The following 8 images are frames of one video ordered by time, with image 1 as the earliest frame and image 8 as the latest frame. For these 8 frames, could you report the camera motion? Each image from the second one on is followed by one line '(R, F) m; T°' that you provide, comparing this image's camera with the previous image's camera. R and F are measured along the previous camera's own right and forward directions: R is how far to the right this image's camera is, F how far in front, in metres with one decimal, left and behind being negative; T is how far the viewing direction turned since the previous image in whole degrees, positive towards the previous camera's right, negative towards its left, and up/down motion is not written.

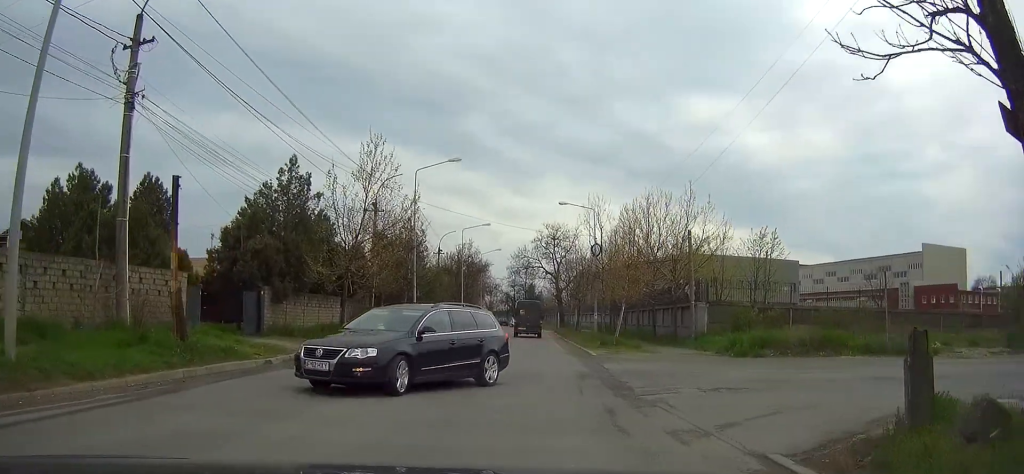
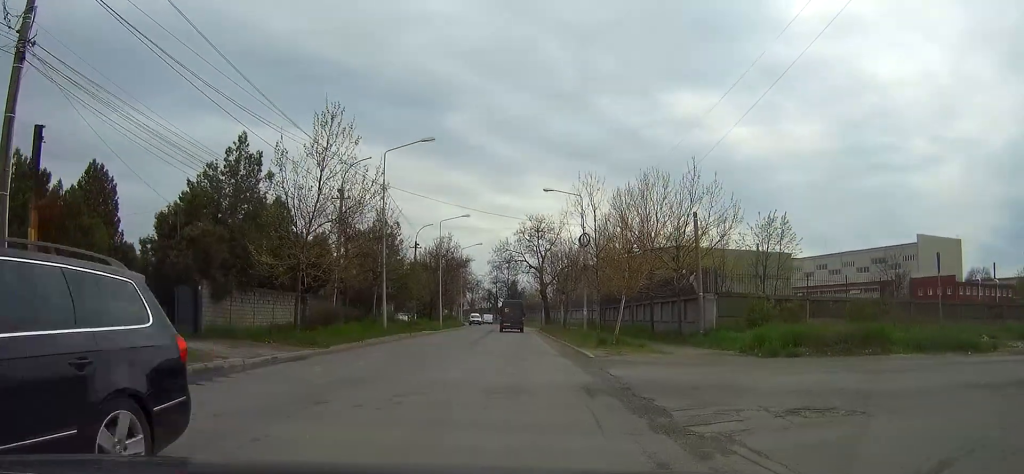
(-0.1, +4.2) m; -2°
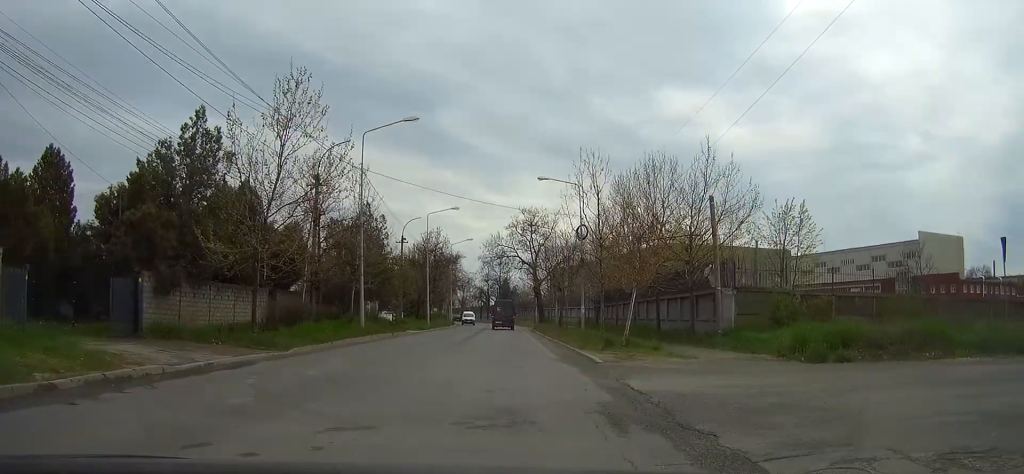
(0.0, +3.3) m; -1°
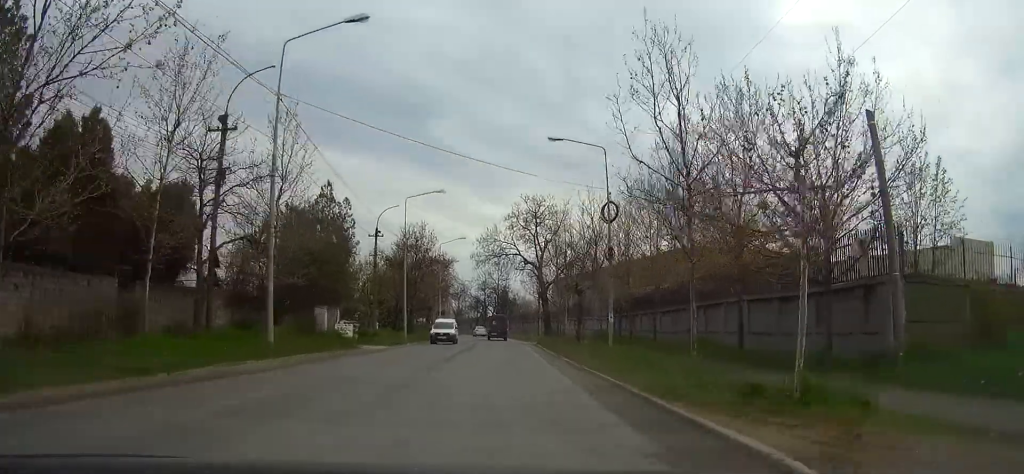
(0.0, +12.7) m; 0°
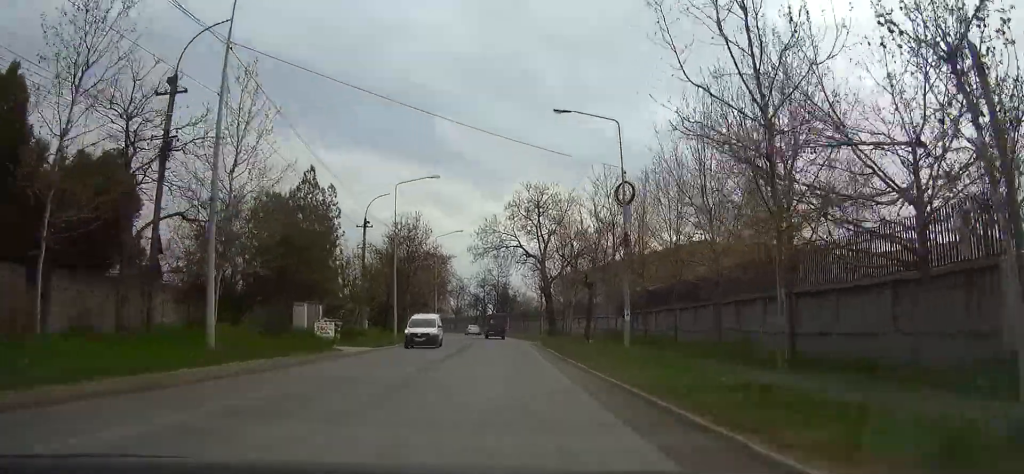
(0.0, +4.0) m; 0°
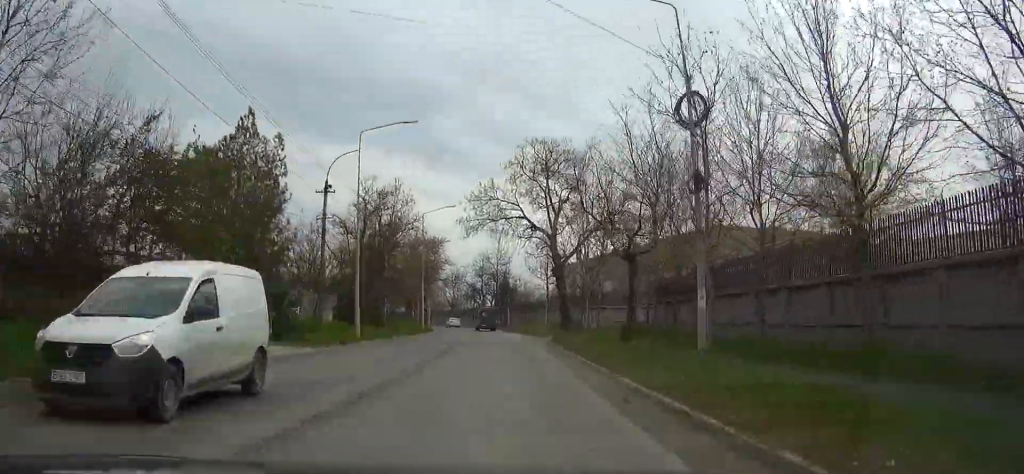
(0.0, +9.8) m; 0°
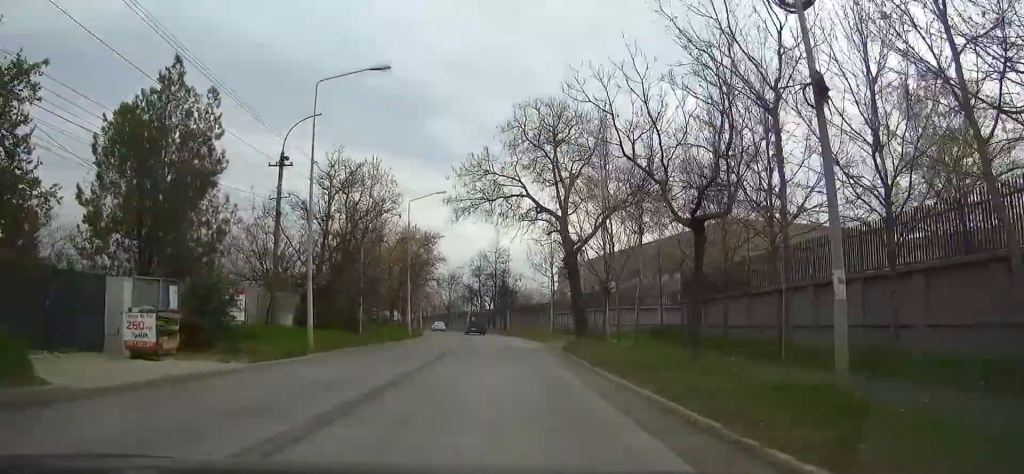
(0.0, +7.3) m; 0°
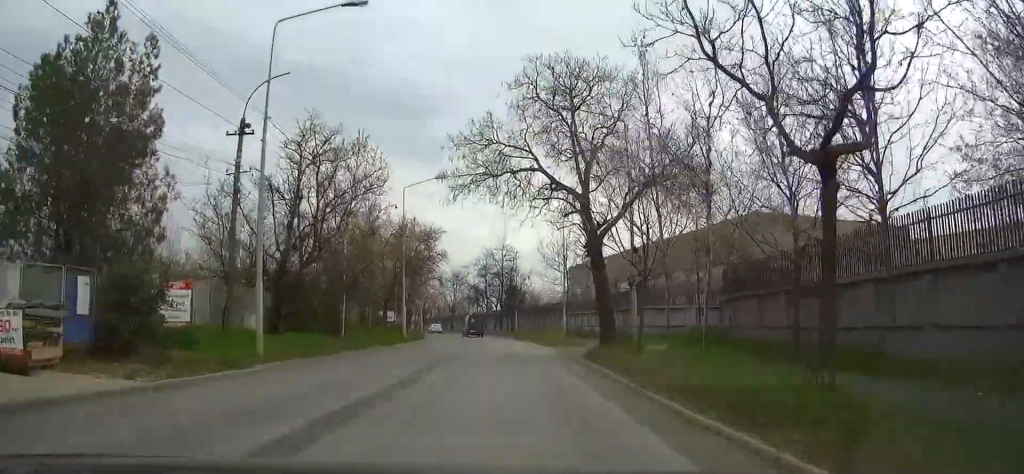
(0.0, +5.8) m; 0°
